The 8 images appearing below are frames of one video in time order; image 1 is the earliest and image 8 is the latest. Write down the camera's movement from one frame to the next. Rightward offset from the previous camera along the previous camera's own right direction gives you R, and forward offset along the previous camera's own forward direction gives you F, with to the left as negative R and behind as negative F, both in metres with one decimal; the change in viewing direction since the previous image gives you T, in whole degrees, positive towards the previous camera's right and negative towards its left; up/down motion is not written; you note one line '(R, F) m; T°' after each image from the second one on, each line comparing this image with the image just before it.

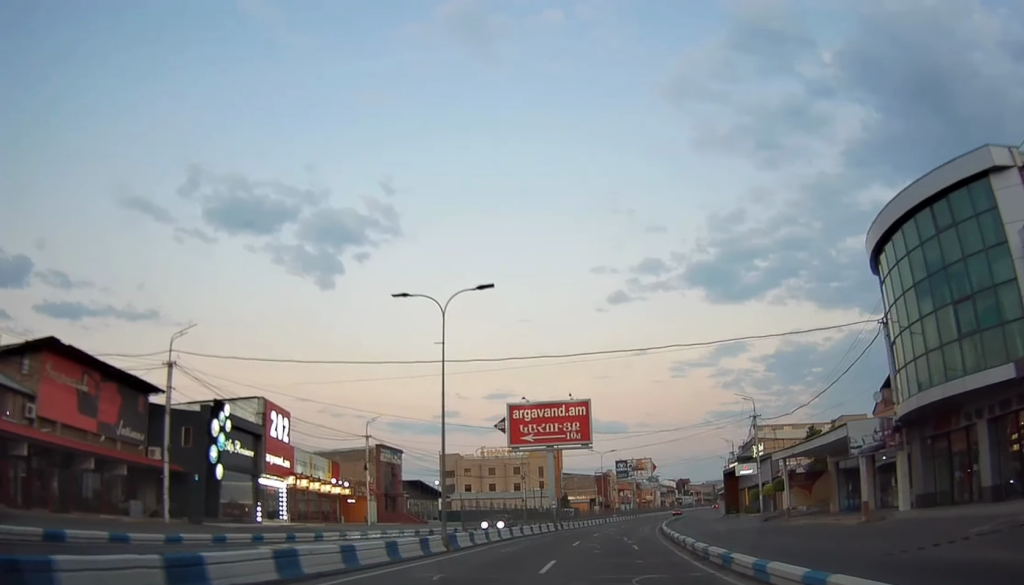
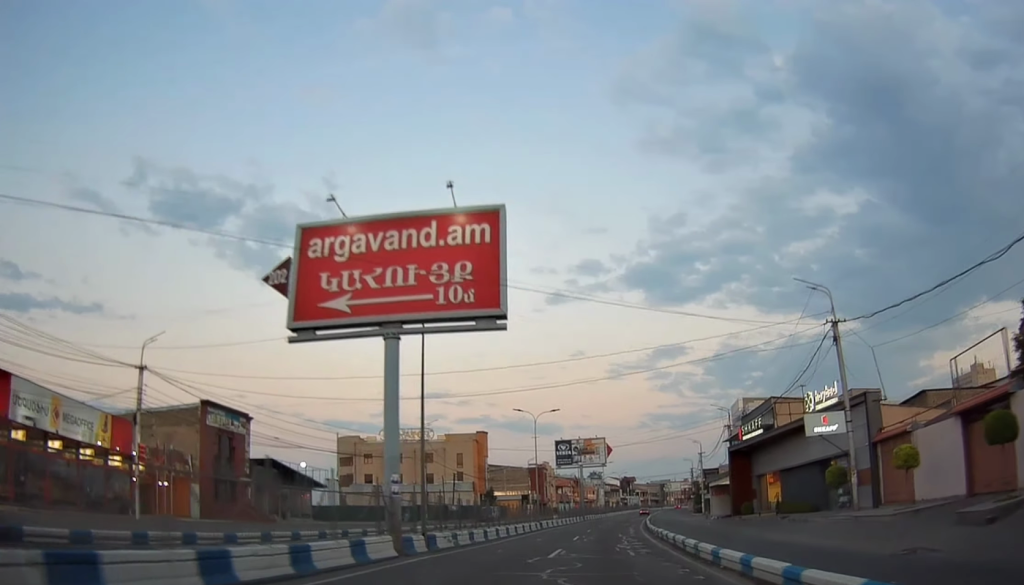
(+1.6, +32.8) m; +5°
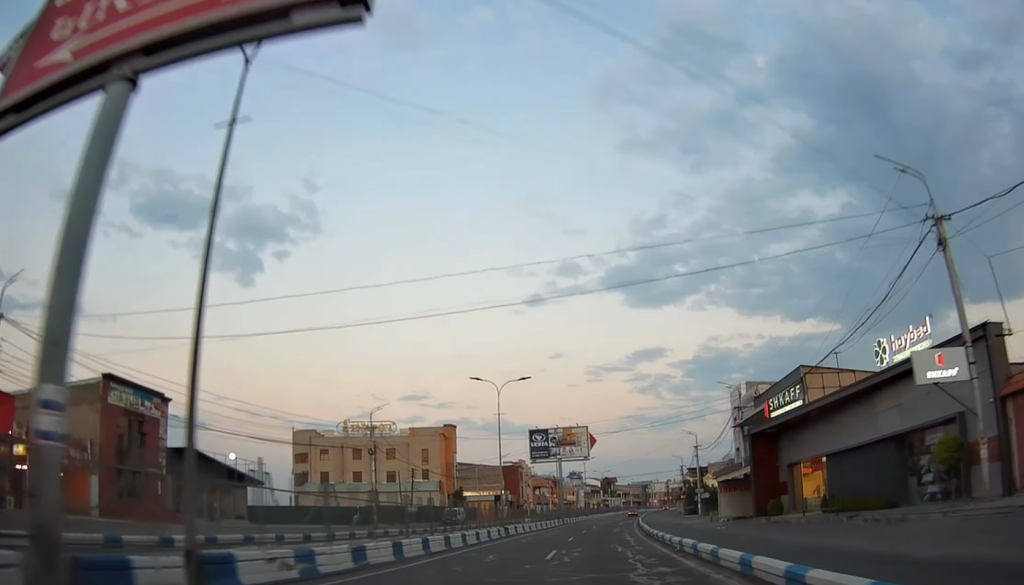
(0.0, +12.7) m; +2°
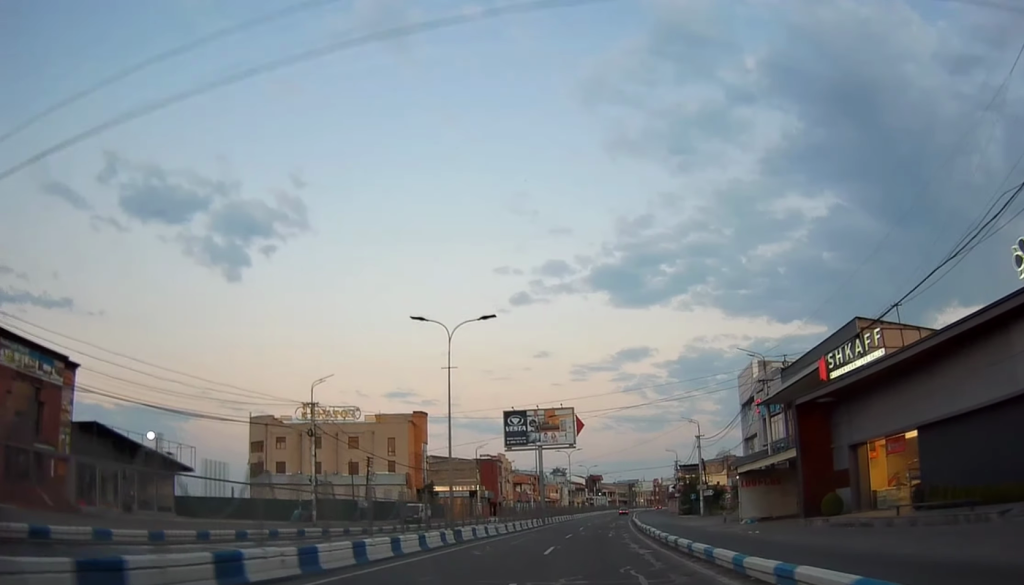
(+0.2, +11.8) m; +2°
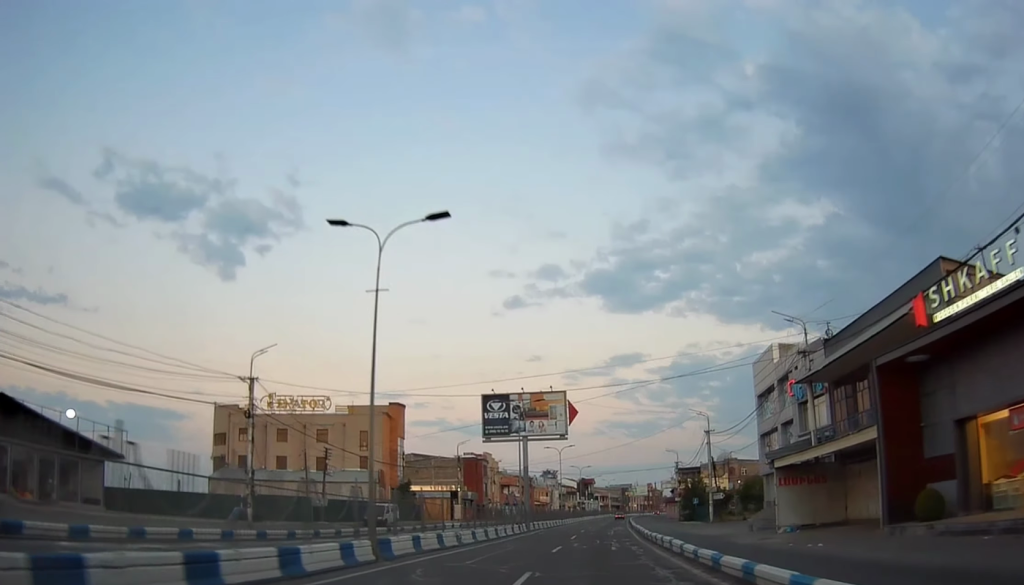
(+0.4, +9.8) m; +2°
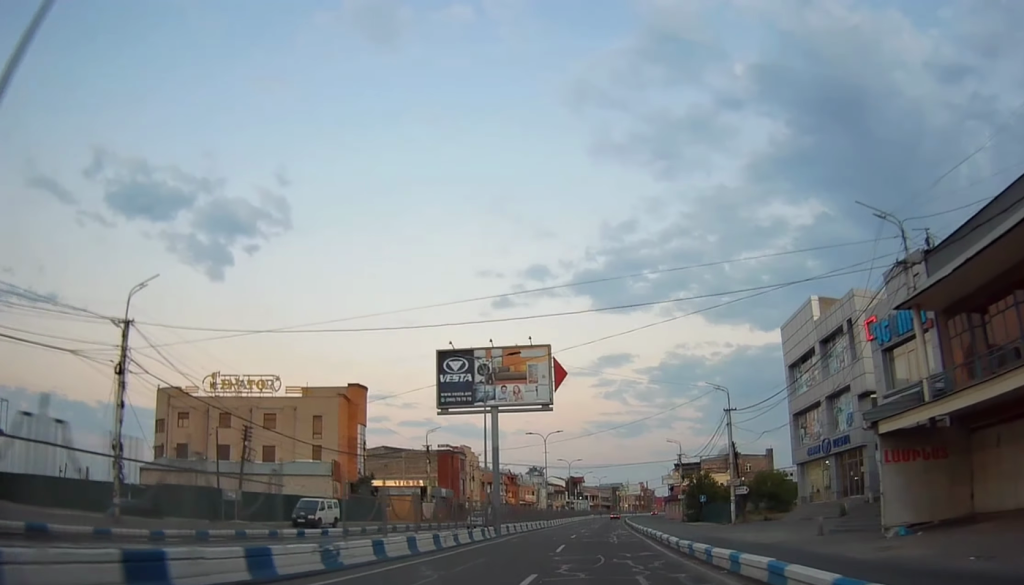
(+0.1, +13.4) m; +1°
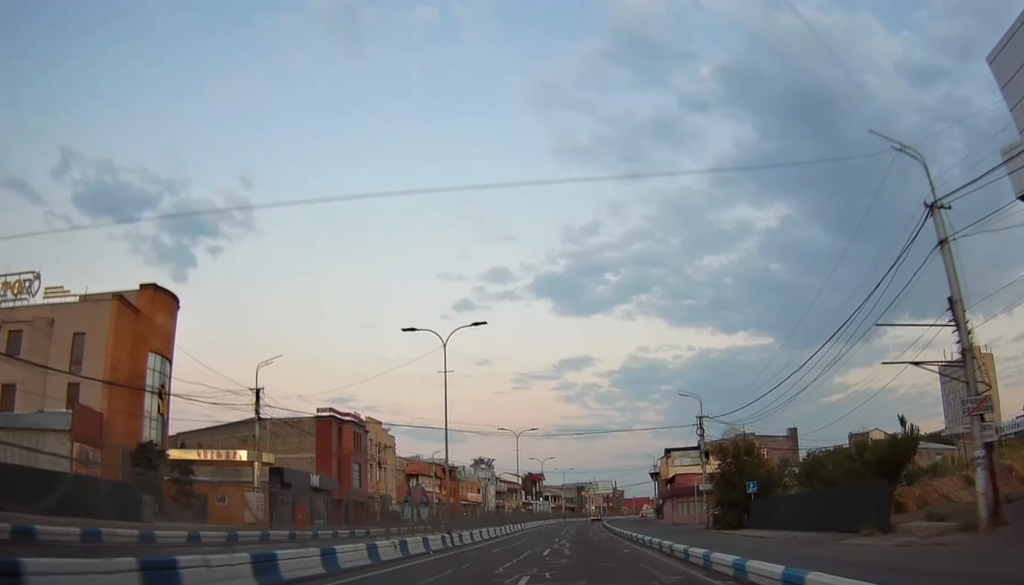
(+0.7, +37.6) m; +3°
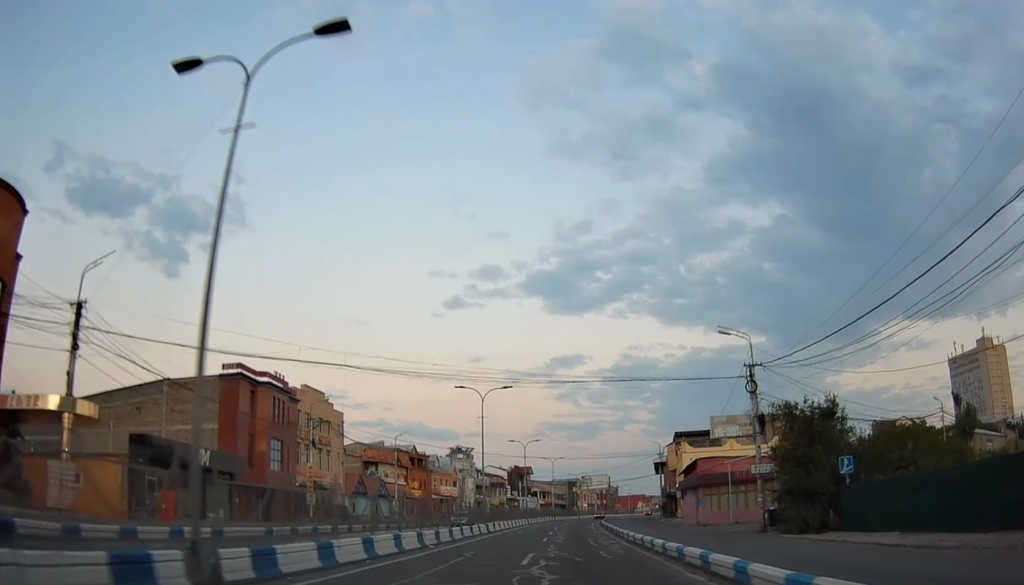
(+0.2, +18.4) m; +1°
